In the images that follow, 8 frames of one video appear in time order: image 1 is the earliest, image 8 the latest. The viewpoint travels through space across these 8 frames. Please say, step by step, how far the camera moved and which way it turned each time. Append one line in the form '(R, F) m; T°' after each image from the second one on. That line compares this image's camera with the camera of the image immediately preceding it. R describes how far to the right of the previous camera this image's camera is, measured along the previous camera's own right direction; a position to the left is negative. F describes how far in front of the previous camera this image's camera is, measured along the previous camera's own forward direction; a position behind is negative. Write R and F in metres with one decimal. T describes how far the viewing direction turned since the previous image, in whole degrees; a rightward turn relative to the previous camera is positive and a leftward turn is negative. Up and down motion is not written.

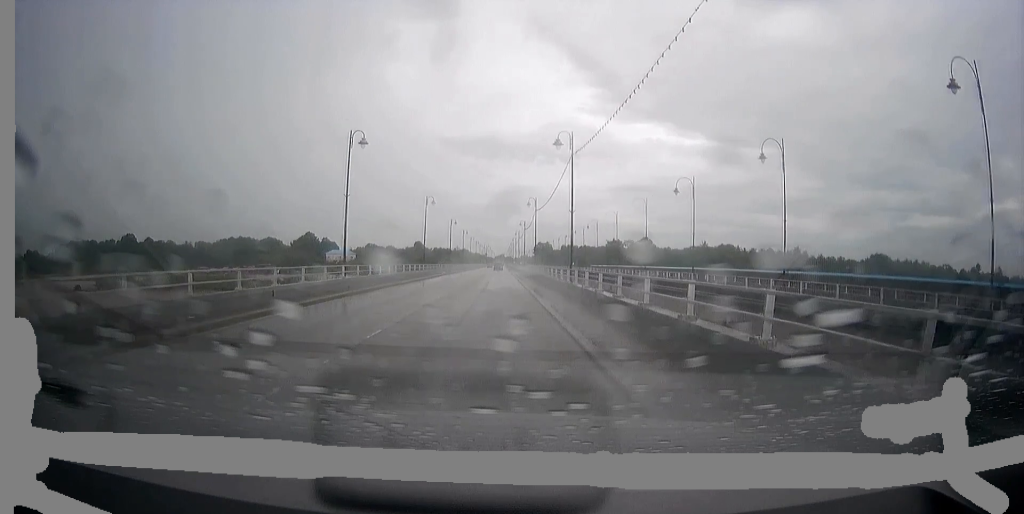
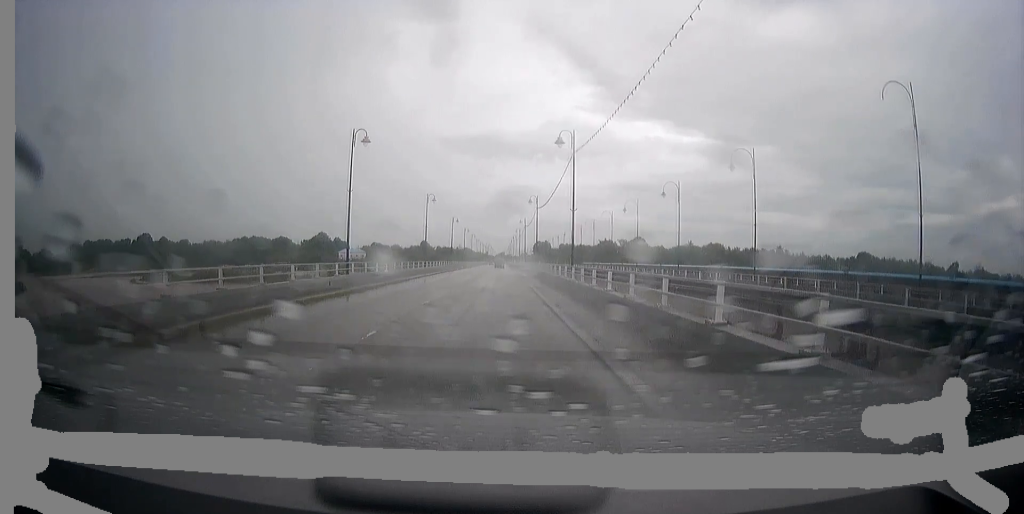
(-0.1, +33.1) m; 0°
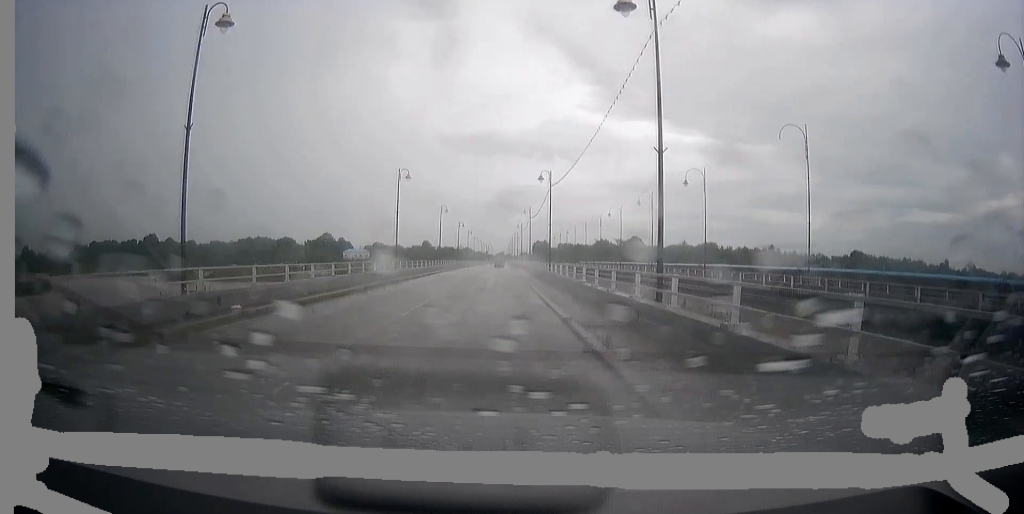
(0.0, +13.8) m; 0°
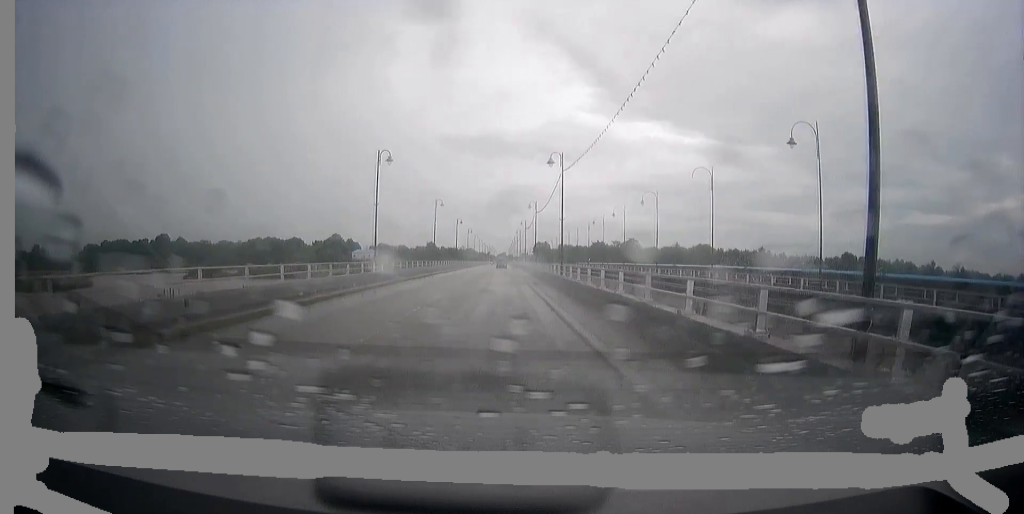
(0.0, +23.0) m; 0°
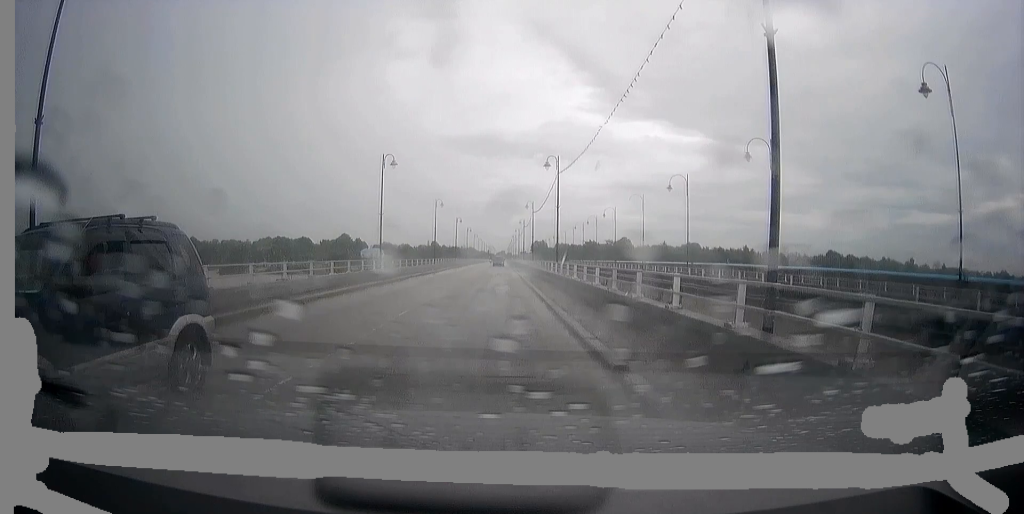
(-0.1, +32.3) m; 0°
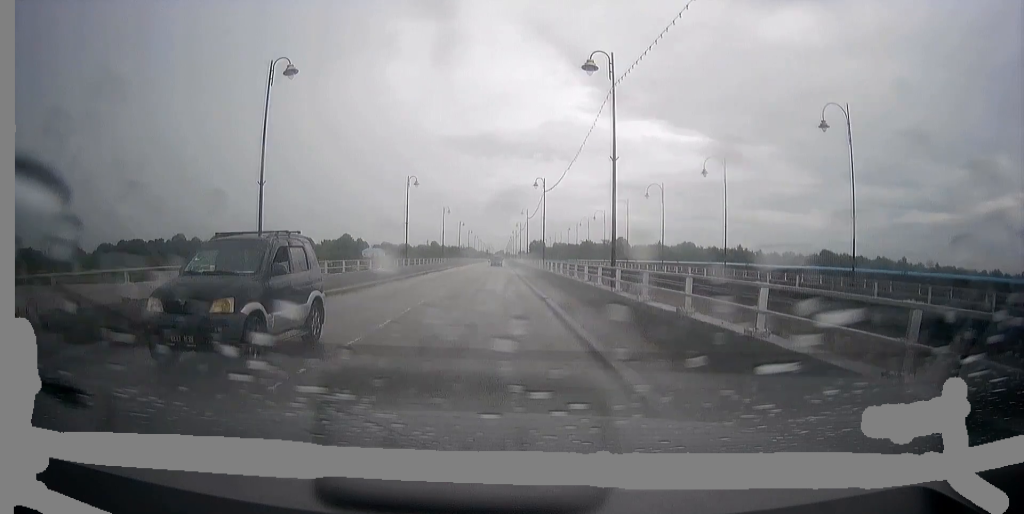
(0.0, +11.9) m; 0°
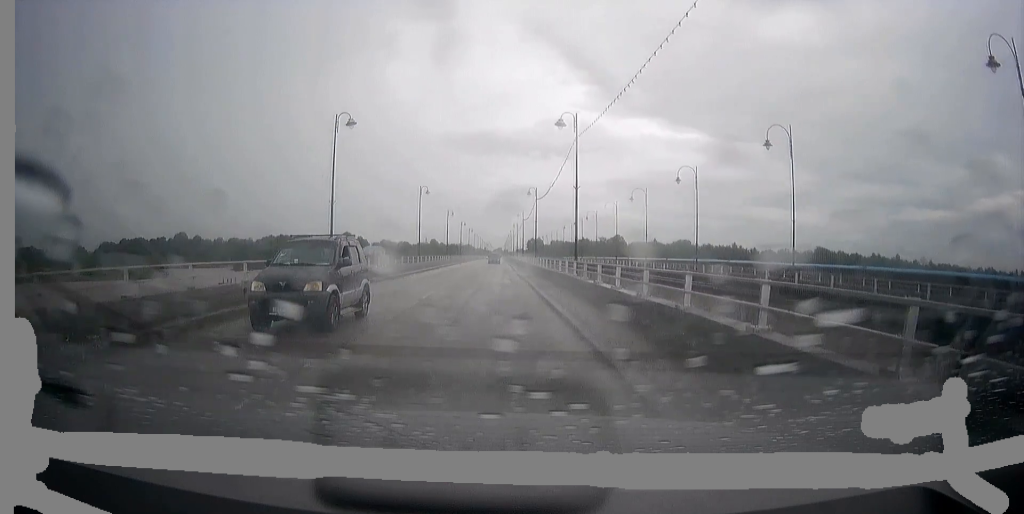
(0.0, +9.4) m; 0°
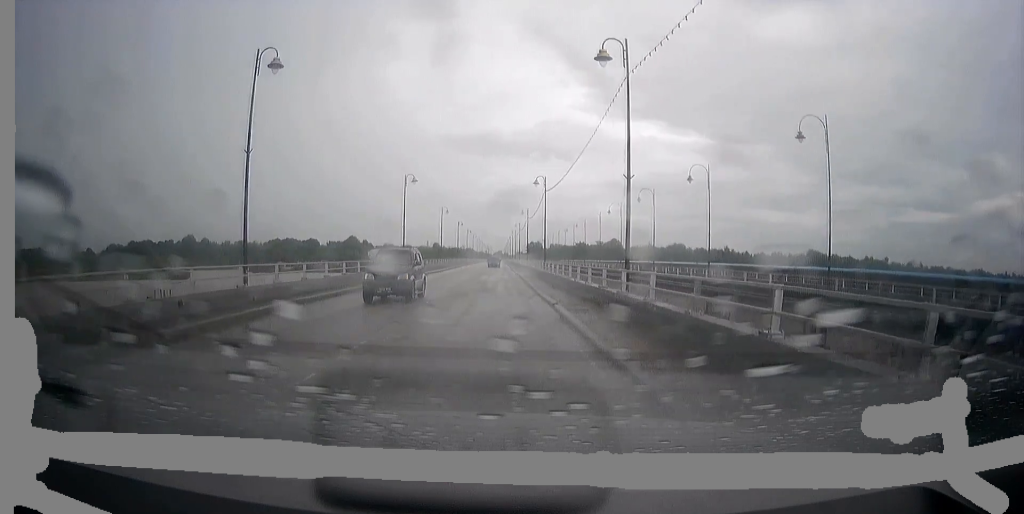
(0.0, +20.4) m; 0°
